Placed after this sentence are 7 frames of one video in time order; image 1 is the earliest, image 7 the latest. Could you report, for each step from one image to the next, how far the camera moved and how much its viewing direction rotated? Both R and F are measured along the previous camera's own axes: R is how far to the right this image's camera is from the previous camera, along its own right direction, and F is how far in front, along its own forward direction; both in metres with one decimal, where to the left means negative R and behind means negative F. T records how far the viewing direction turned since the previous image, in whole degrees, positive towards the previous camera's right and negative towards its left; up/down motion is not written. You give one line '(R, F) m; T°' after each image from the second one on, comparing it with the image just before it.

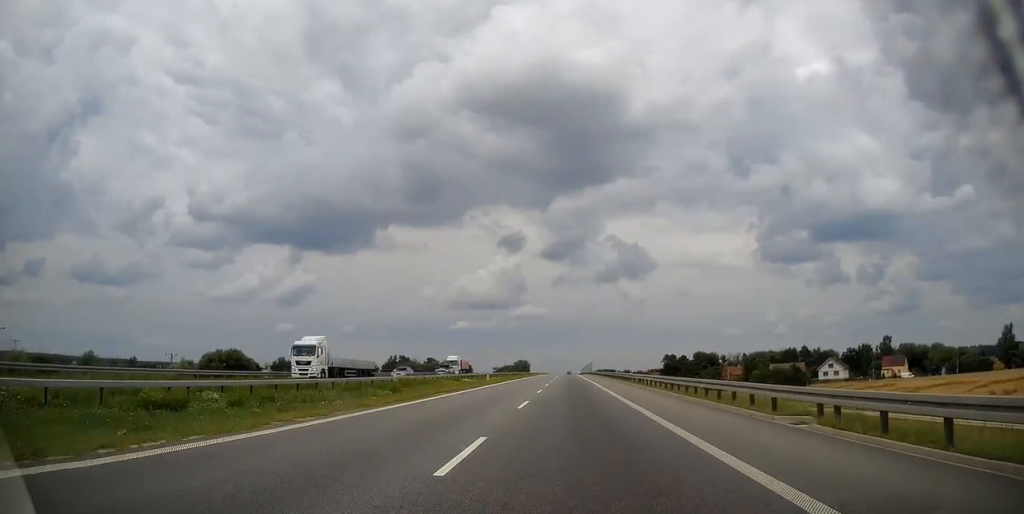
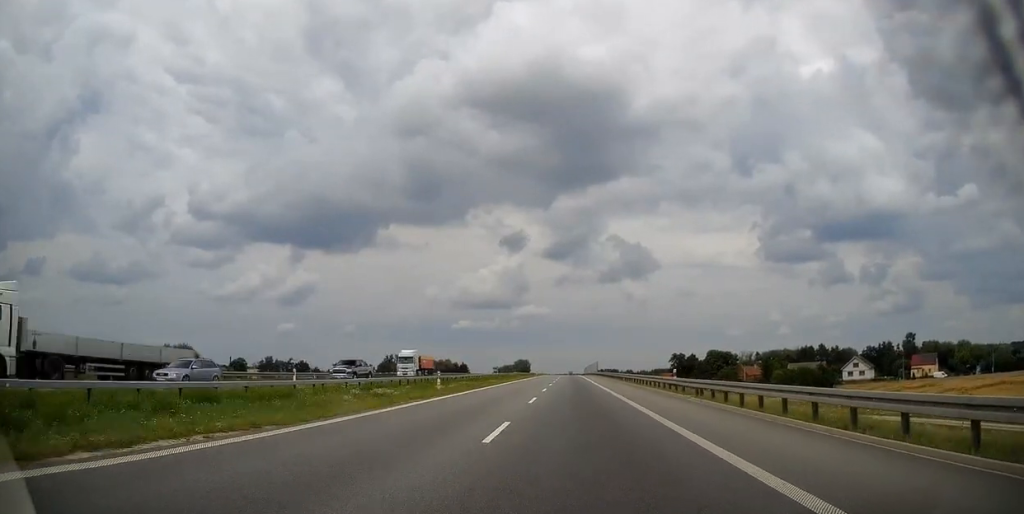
(0.0, +20.6) m; 0°
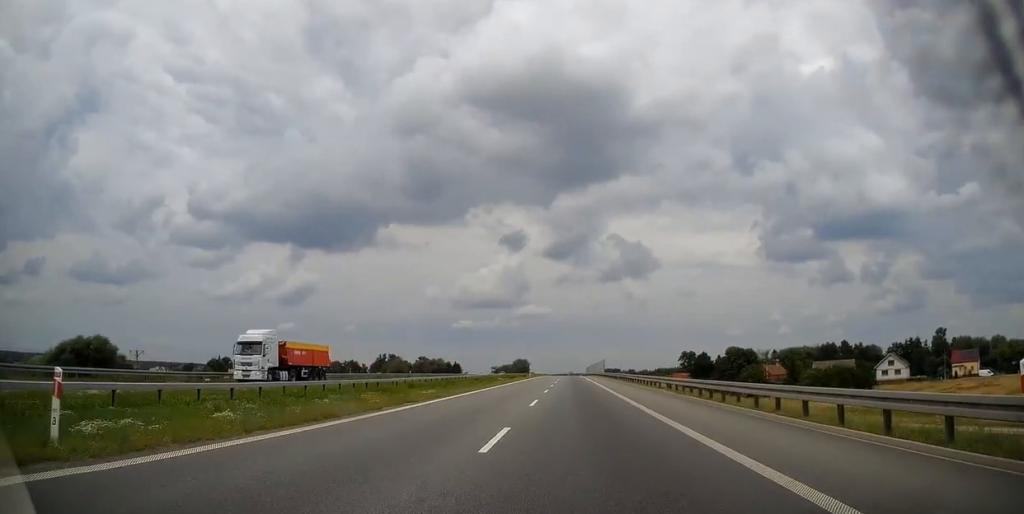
(+0.1, +25.3) m; 0°
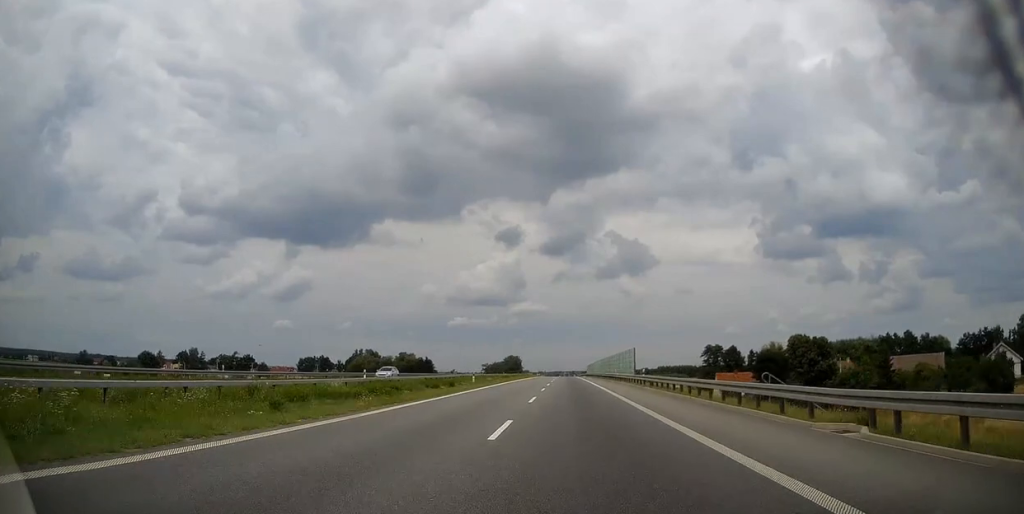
(+0.1, +58.6) m; 0°
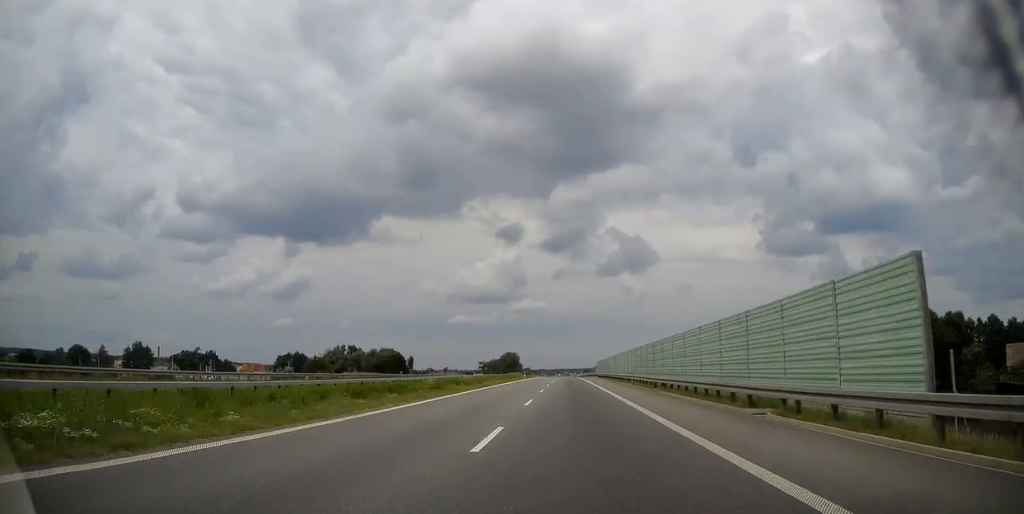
(-0.2, +49.5) m; 0°
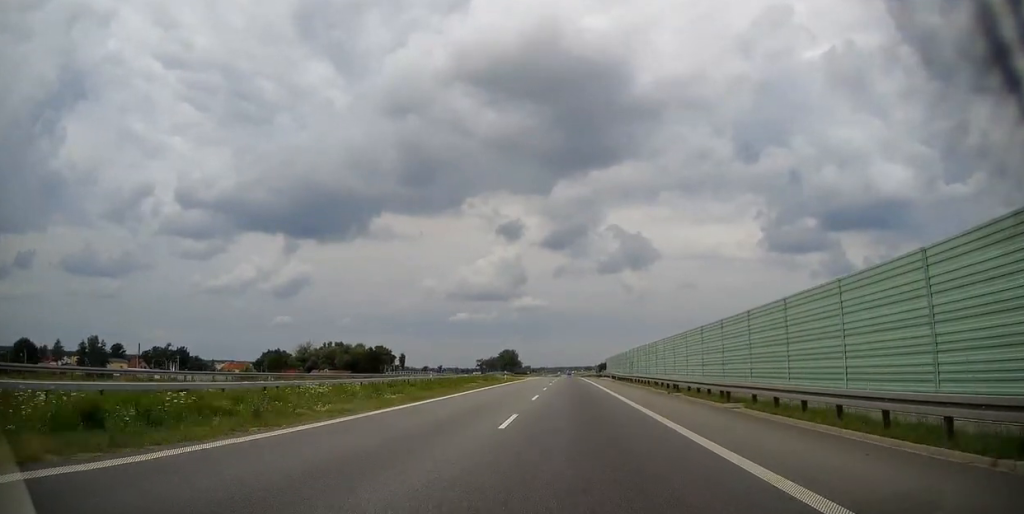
(+0.1, +32.4) m; 0°
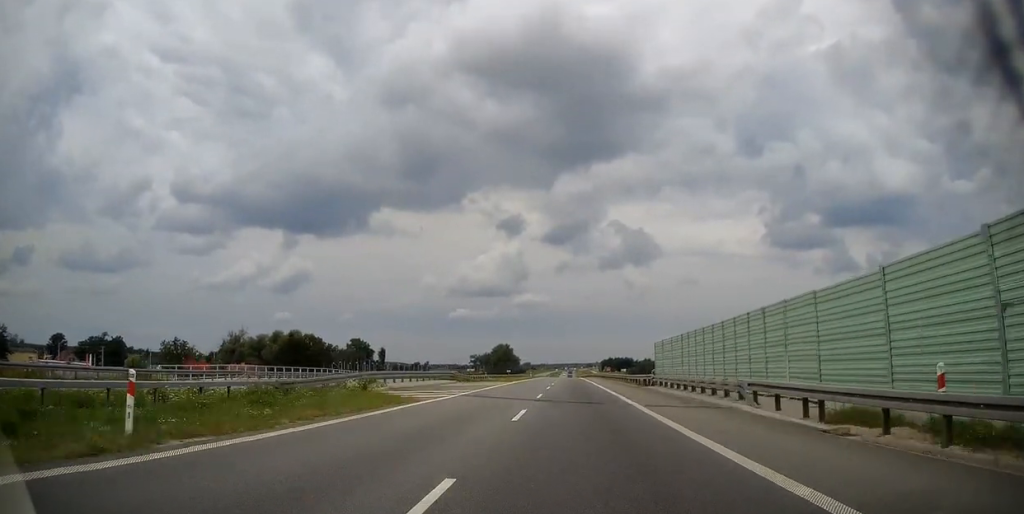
(-0.1, +58.1) m; 0°
